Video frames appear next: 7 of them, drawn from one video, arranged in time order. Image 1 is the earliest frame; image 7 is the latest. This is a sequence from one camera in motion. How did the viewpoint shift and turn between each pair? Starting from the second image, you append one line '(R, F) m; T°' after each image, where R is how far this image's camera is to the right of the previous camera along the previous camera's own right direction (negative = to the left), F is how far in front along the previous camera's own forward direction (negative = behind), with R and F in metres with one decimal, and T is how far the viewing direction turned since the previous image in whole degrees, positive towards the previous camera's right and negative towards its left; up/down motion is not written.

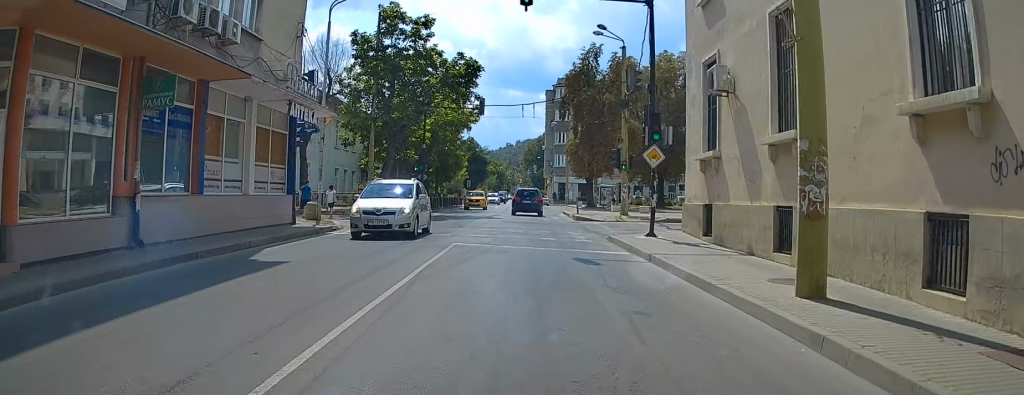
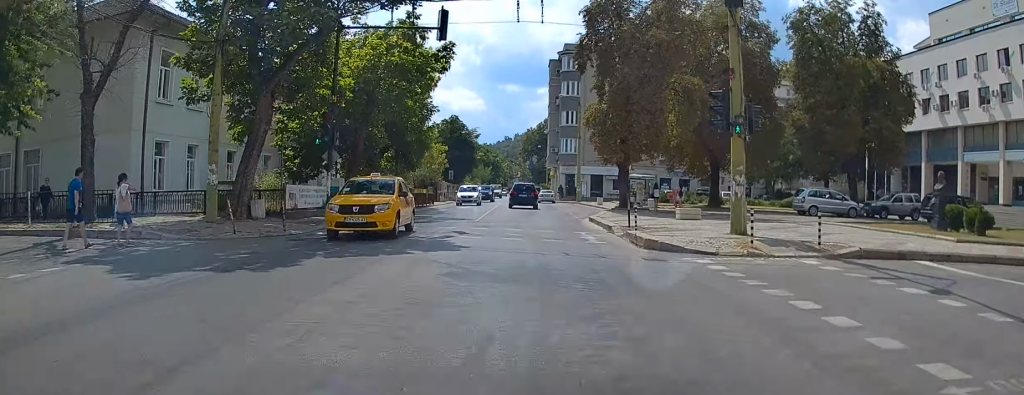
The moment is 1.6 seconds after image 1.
(+0.1, +21.4) m; +1°
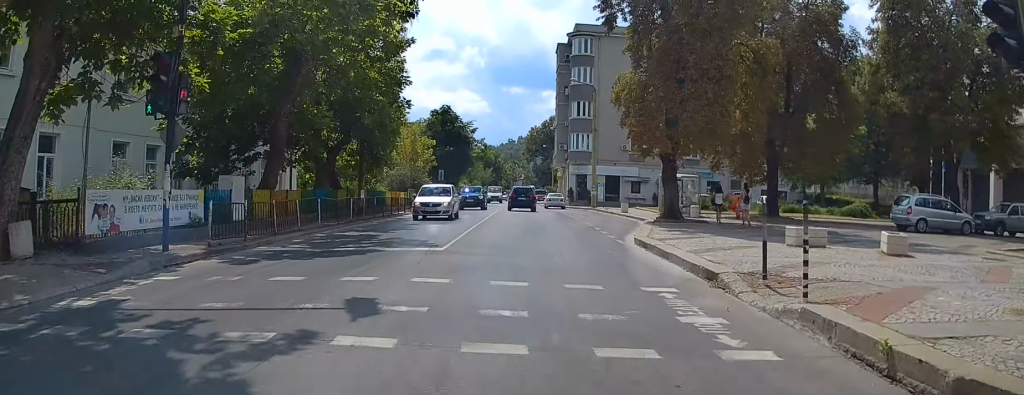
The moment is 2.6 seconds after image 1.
(+0.1, +12.0) m; +1°
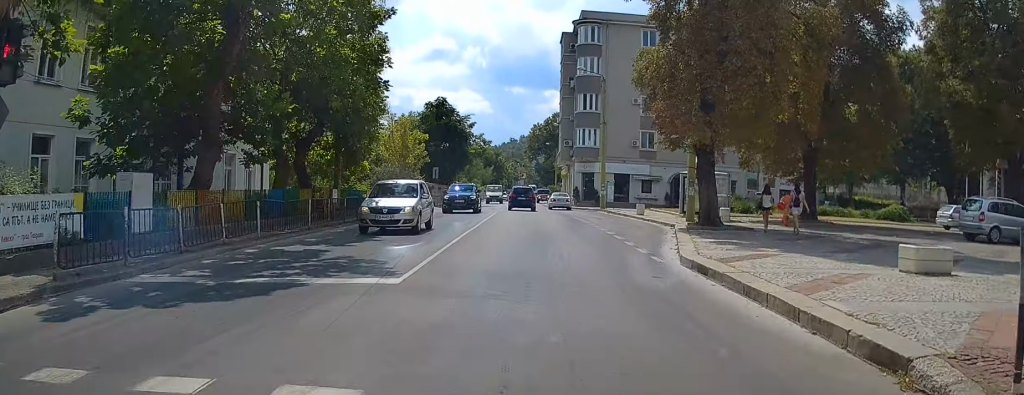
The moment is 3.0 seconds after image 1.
(0.0, +5.4) m; 0°
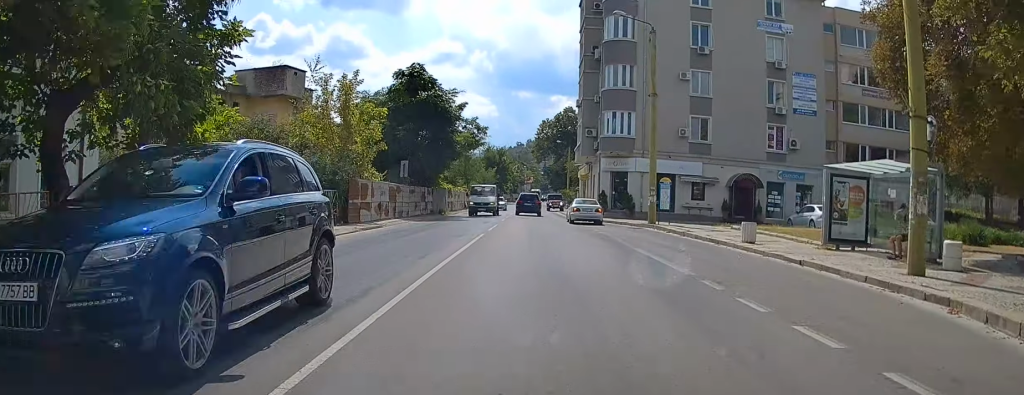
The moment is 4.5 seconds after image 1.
(+0.3, +17.7) m; +2°
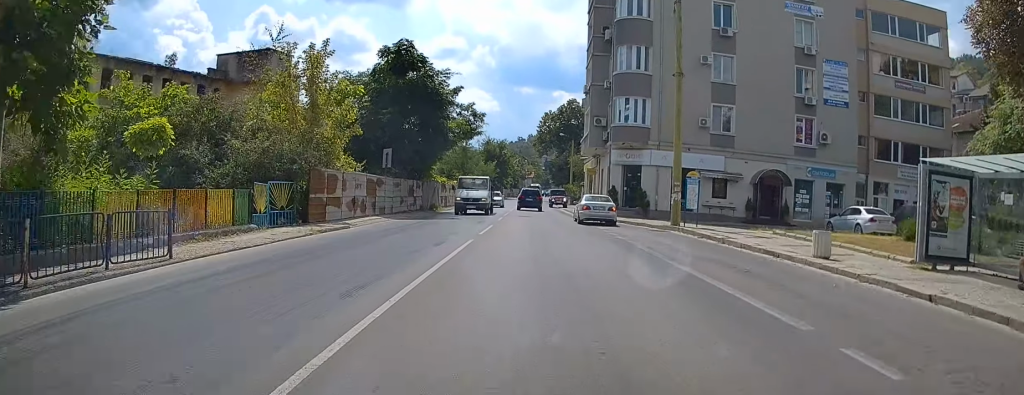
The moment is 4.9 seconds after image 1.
(-0.1, +5.1) m; +1°
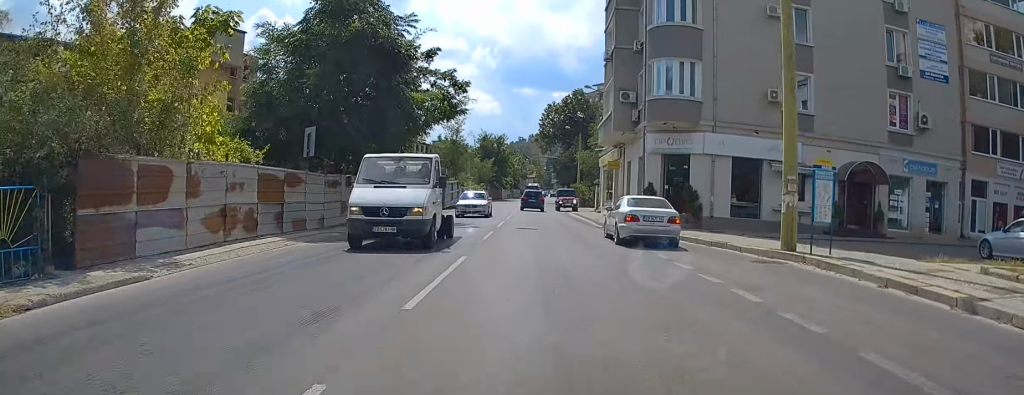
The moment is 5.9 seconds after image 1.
(+0.5, +12.0) m; +3°
